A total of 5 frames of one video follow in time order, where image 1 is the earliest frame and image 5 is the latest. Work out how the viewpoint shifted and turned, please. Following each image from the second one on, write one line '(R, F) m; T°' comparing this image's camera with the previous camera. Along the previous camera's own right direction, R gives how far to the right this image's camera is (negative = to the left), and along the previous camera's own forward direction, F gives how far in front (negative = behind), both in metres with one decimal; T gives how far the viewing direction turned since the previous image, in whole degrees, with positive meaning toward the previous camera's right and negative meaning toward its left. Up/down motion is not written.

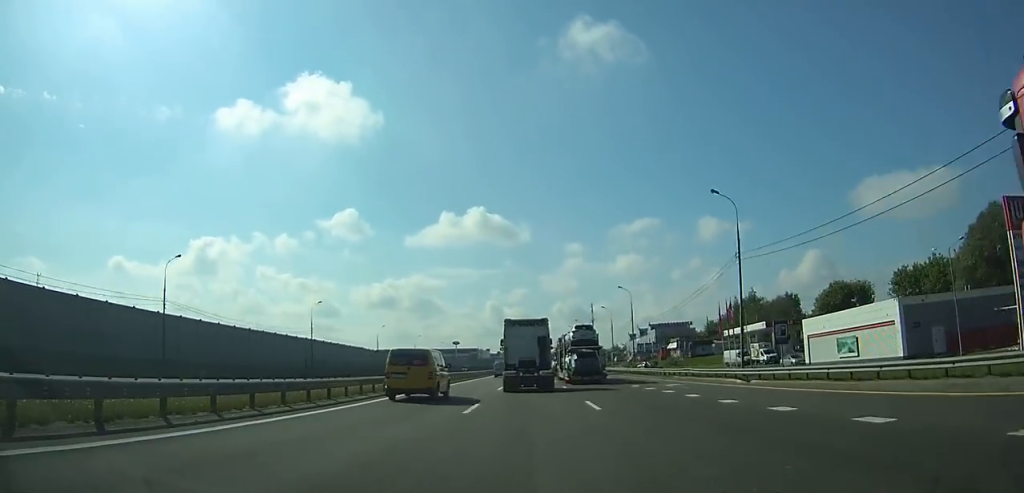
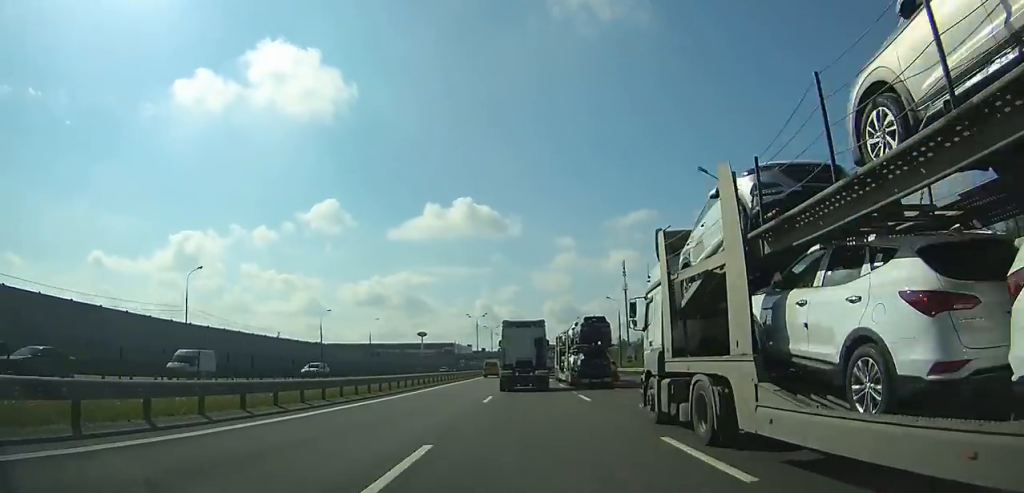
(+0.4, +127.0) m; +1°
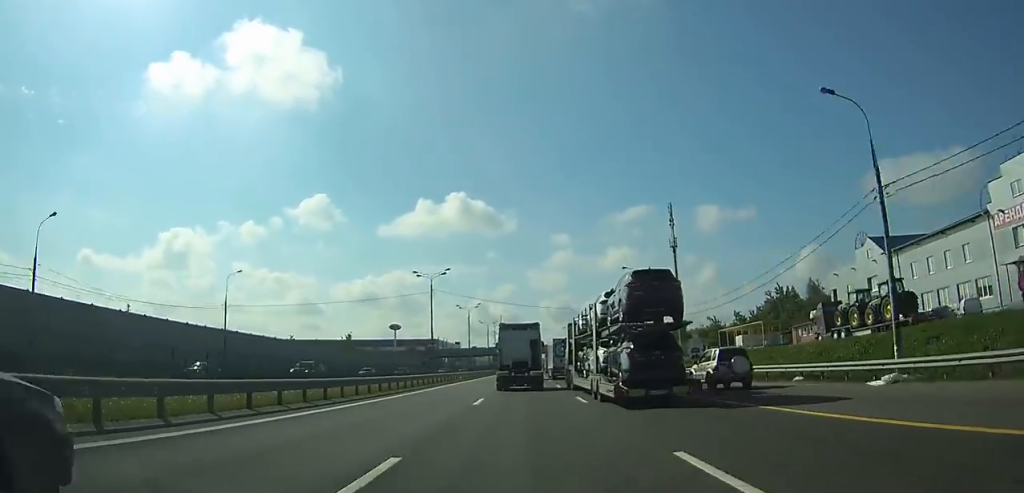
(+0.3, +66.8) m; +1°
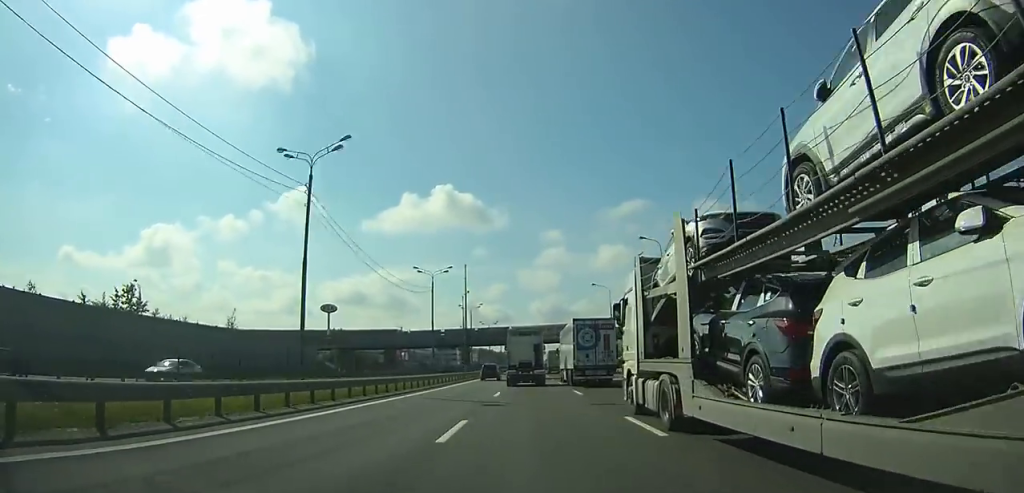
(+0.7, +91.4) m; +1°
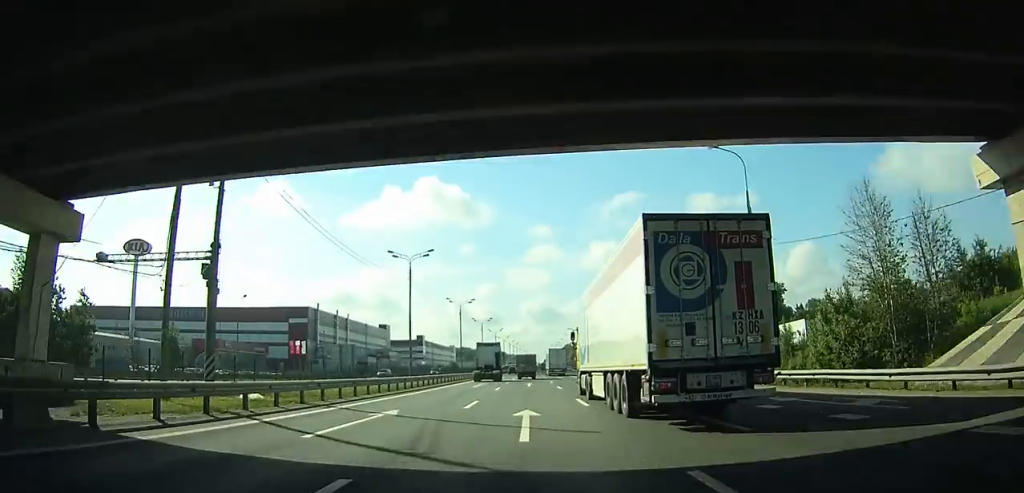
(+1.0, +102.8) m; +1°
